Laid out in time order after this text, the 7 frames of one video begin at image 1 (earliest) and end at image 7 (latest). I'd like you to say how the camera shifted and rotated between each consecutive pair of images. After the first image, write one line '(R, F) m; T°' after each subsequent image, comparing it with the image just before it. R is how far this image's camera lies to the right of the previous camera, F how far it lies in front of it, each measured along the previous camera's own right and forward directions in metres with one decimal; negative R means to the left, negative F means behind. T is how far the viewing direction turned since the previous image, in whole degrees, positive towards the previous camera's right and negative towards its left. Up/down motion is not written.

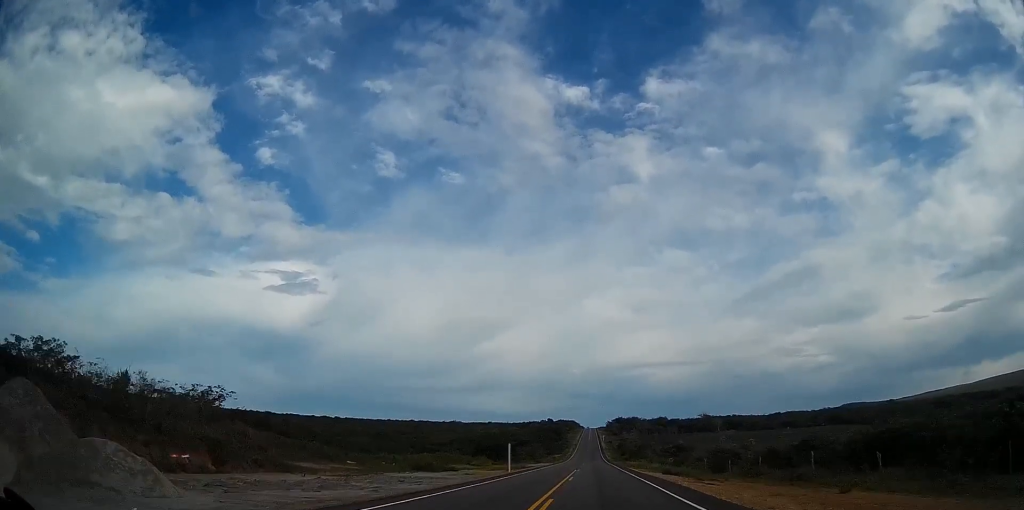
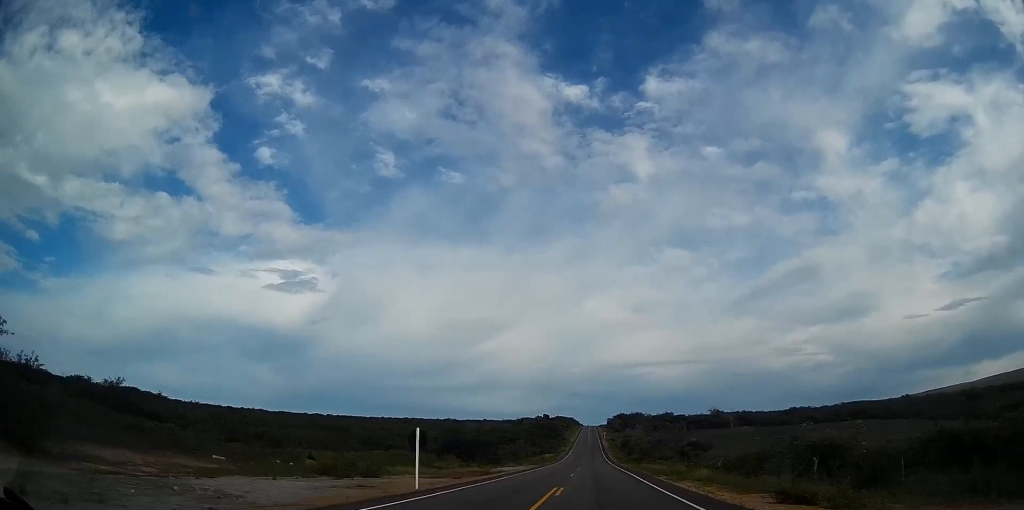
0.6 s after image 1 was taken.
(0.0, +27.1) m; 0°
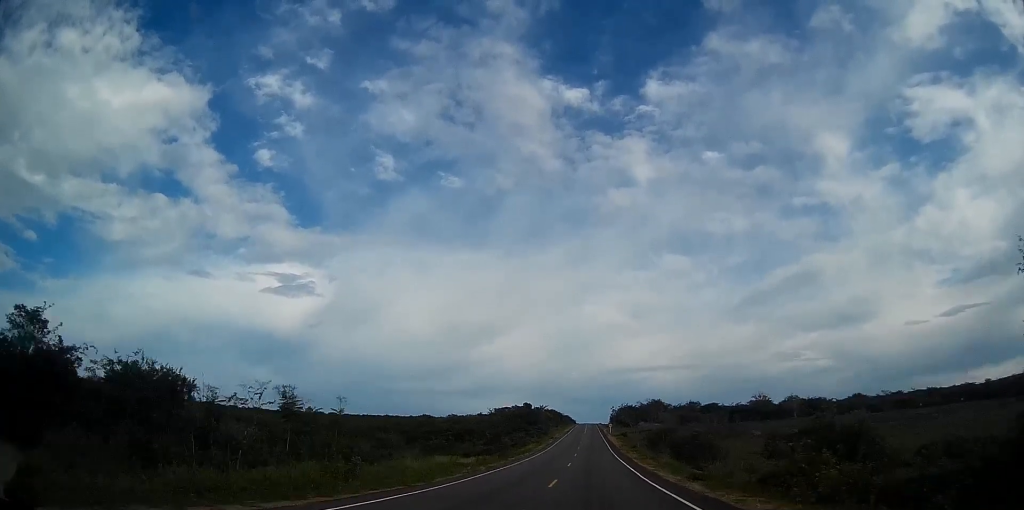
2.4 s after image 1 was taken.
(0.0, +74.8) m; +1°
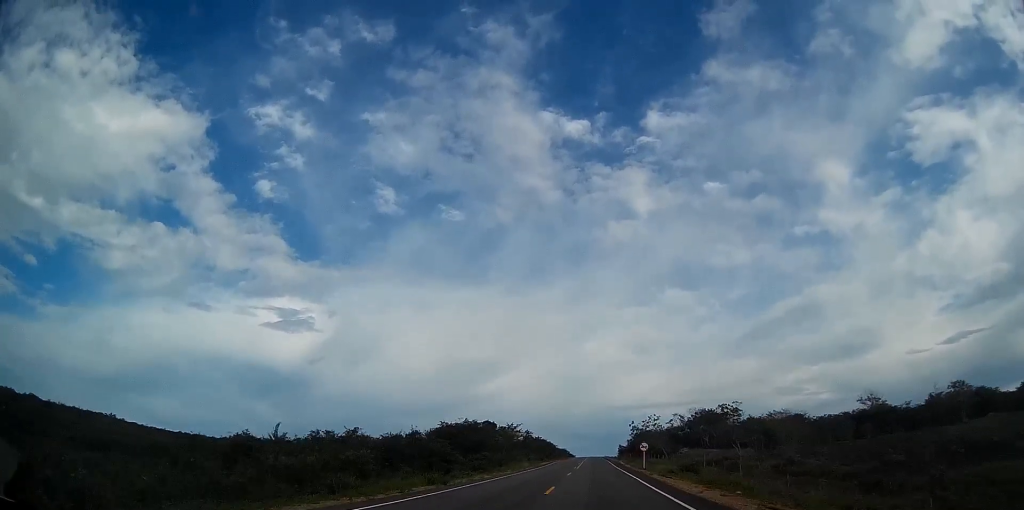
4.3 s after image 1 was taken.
(+0.1, +80.4) m; 0°
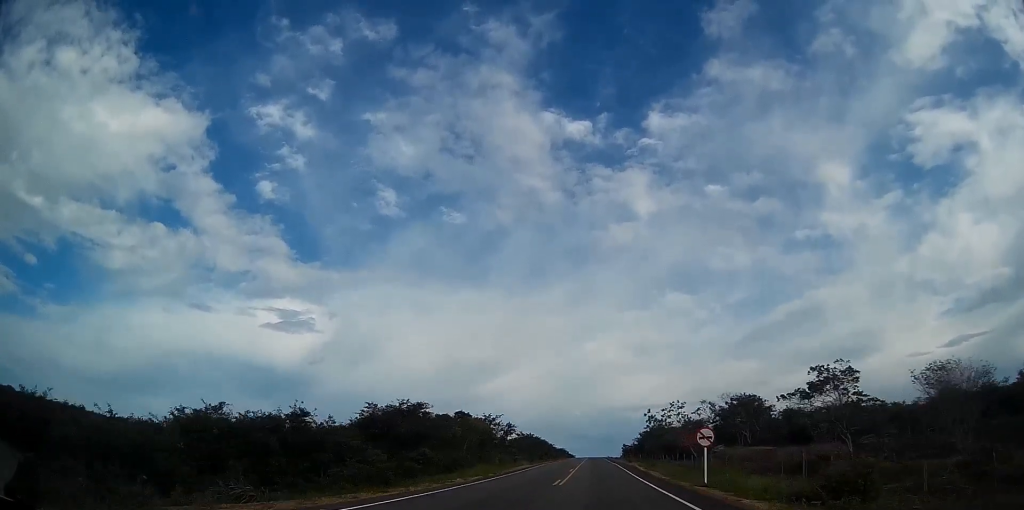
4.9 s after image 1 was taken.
(+0.1, +27.7) m; 0°
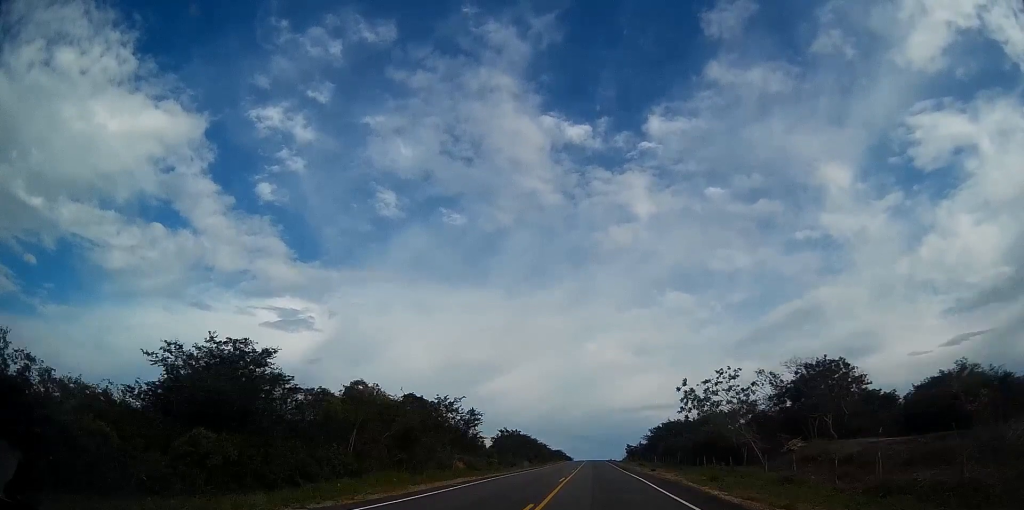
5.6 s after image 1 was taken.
(0.0, +27.6) m; 0°
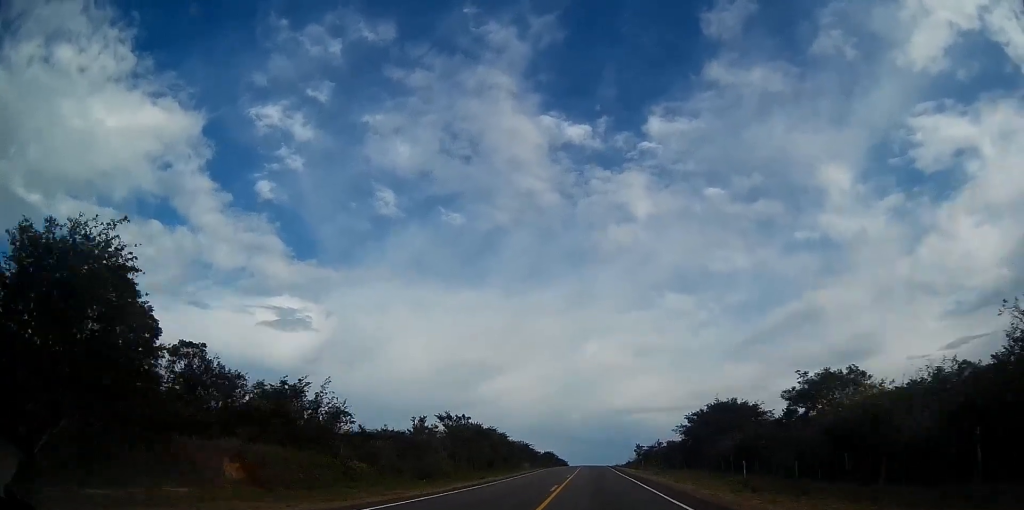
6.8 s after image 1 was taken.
(-0.4, +54.5) m; 0°
